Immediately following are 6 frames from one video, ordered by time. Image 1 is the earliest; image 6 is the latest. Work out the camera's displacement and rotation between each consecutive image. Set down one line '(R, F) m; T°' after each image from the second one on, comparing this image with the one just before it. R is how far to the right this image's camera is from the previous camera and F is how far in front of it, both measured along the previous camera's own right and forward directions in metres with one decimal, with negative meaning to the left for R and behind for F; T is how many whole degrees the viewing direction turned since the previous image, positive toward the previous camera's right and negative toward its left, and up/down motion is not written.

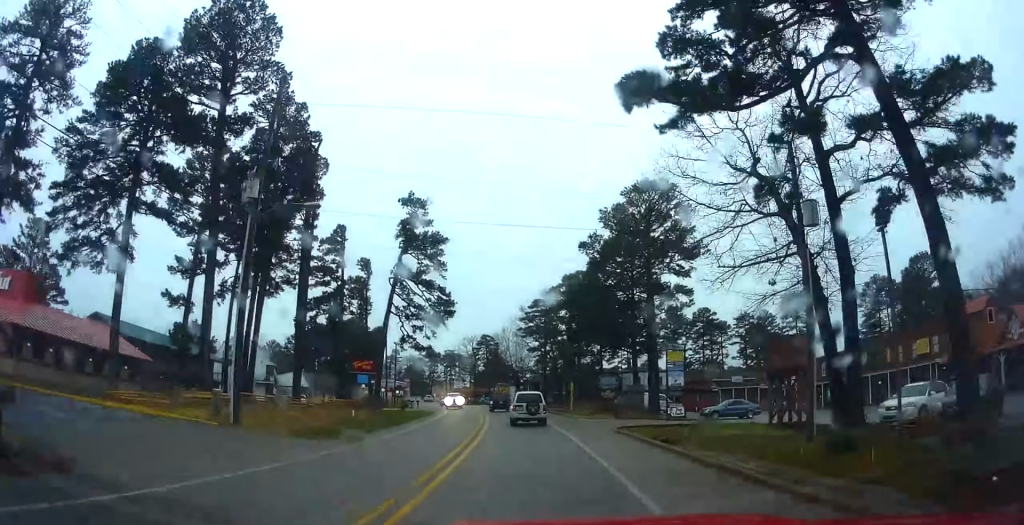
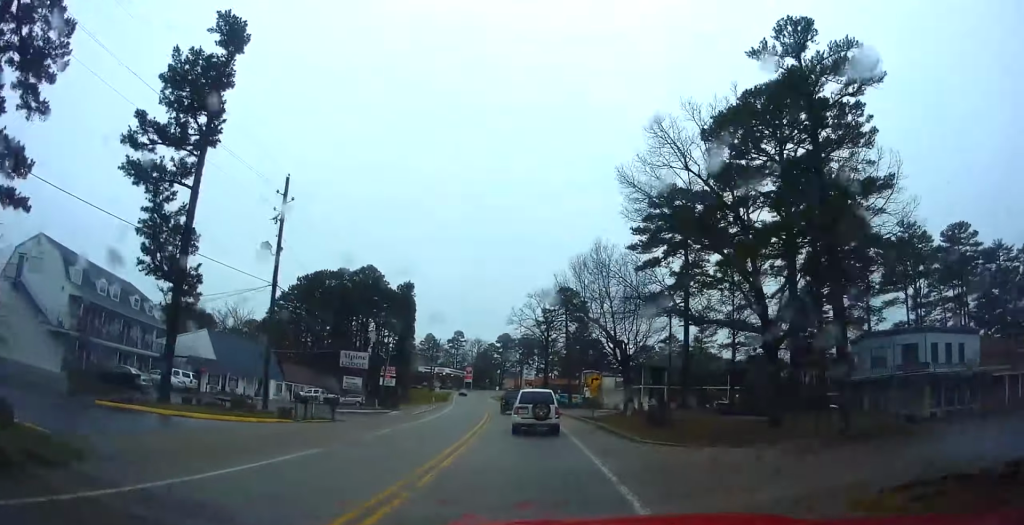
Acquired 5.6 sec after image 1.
(-2.0, +53.6) m; -7°
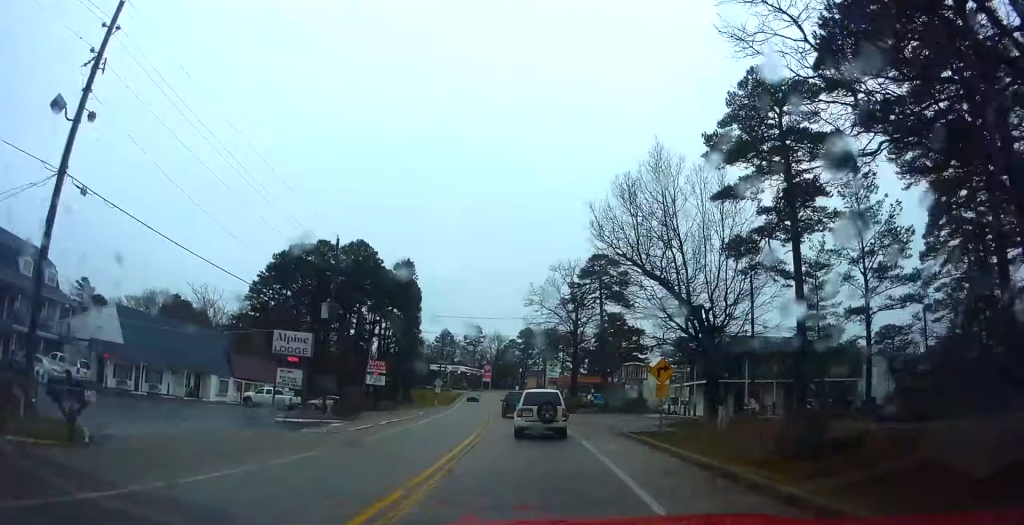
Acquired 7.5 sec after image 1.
(-0.6, +16.7) m; -3°
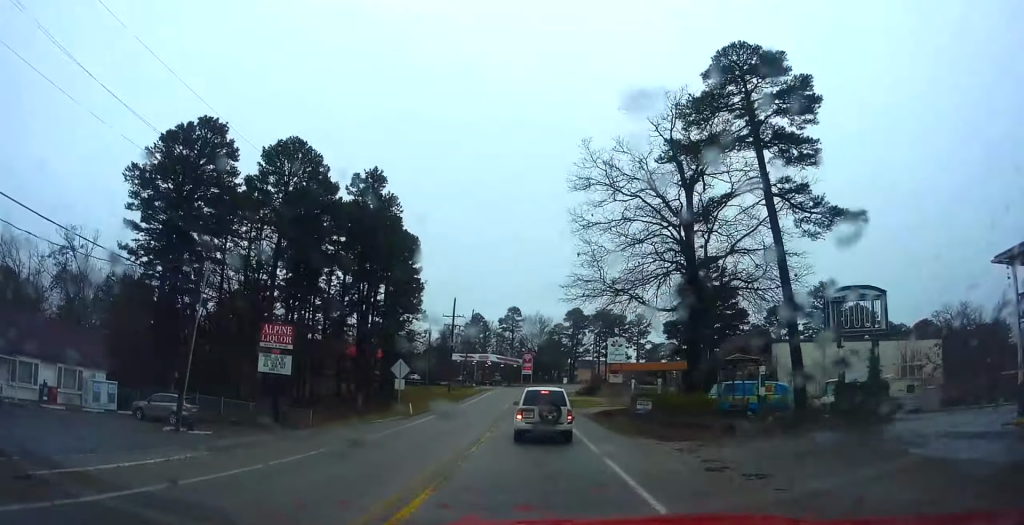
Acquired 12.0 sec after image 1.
(-2.1, +37.0) m; -3°
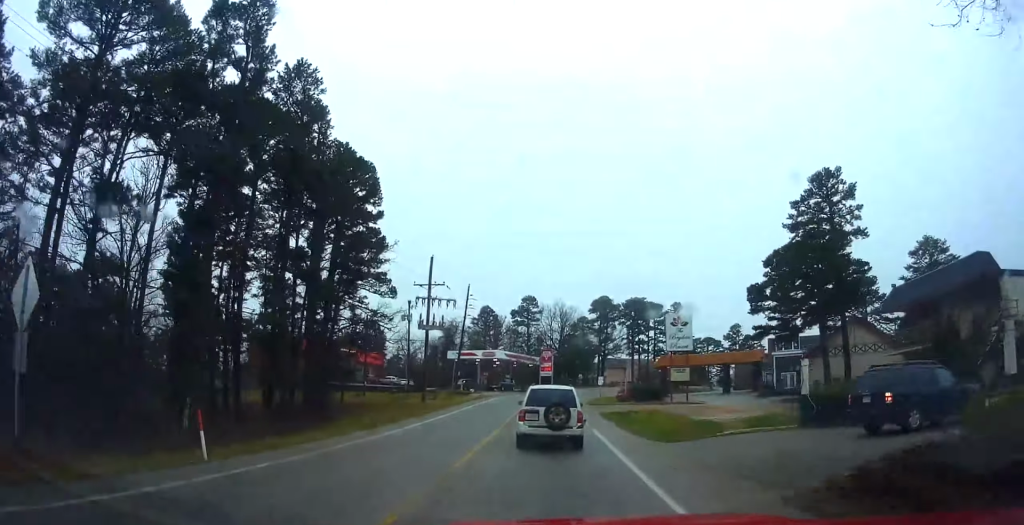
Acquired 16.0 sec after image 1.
(+0.3, +32.0) m; -1°
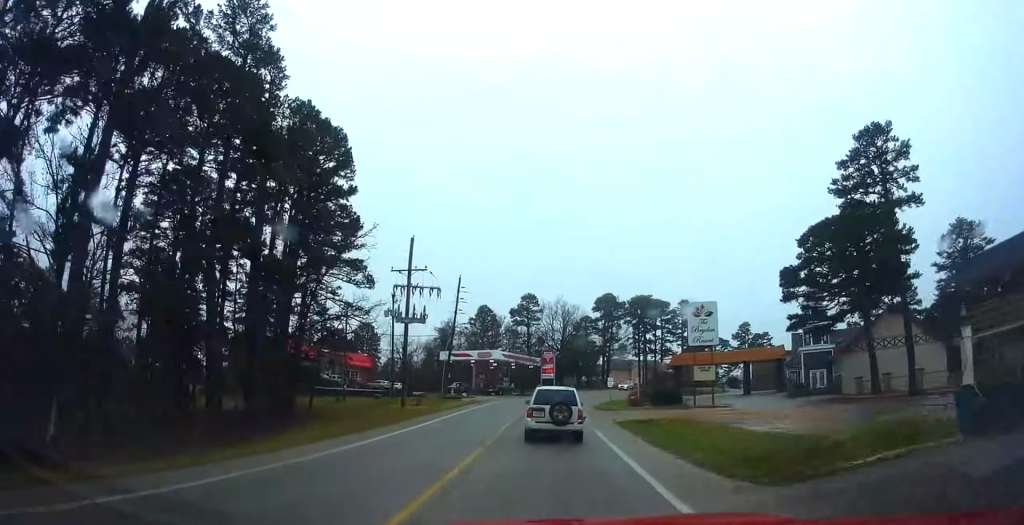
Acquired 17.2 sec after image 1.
(-0.5, +10.2) m; +1°
